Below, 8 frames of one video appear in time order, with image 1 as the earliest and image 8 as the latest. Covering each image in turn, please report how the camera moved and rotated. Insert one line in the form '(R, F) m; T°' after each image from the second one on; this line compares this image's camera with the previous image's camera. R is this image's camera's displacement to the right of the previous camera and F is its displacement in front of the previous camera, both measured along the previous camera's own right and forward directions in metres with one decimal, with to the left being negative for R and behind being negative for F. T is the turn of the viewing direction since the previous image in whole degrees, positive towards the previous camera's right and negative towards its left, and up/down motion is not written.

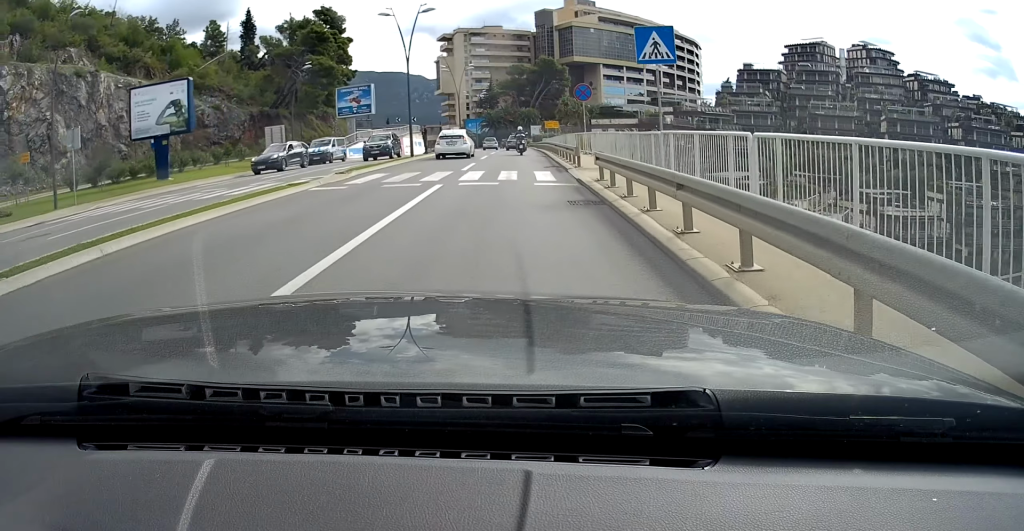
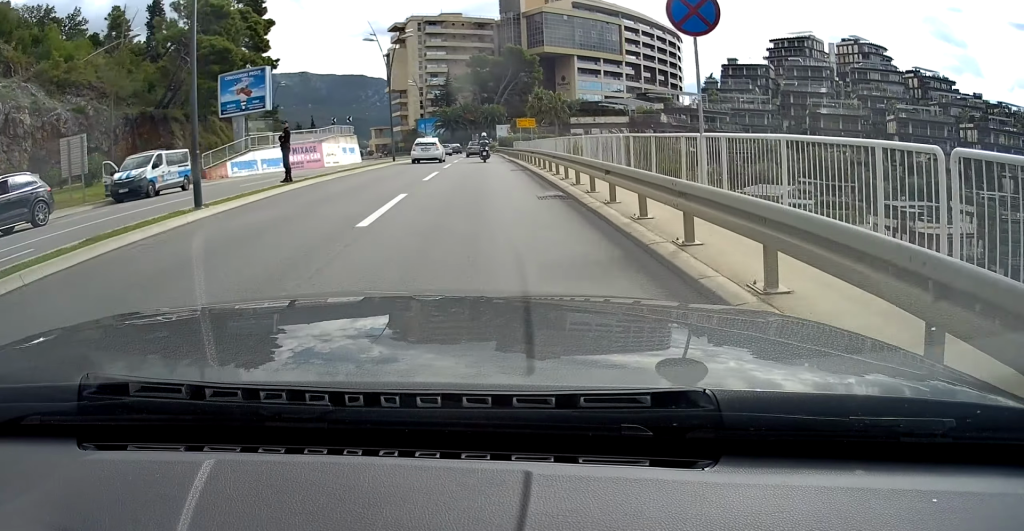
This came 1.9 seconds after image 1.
(+1.9, +21.9) m; +6°
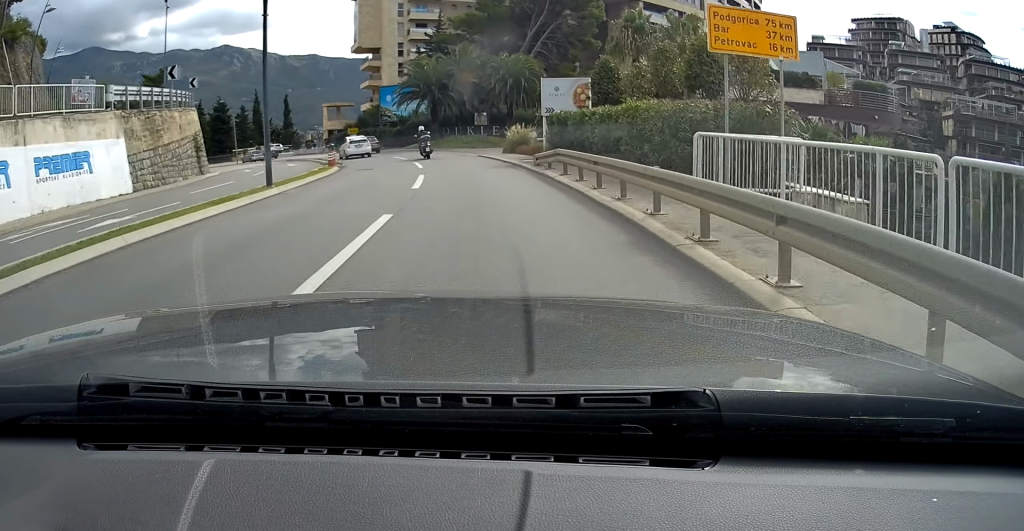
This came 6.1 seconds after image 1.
(+1.0, +52.3) m; -1°
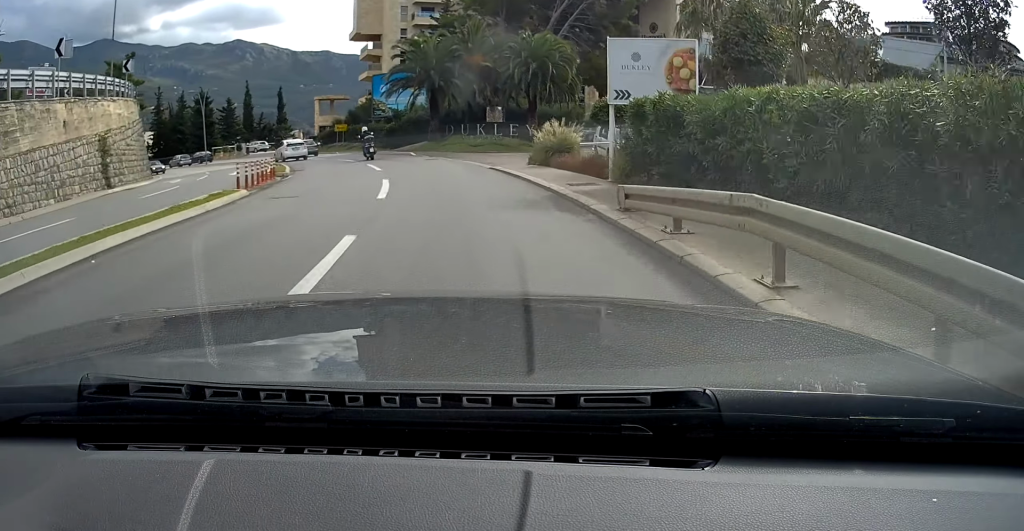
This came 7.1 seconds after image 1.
(+0.1, +12.2) m; -2°
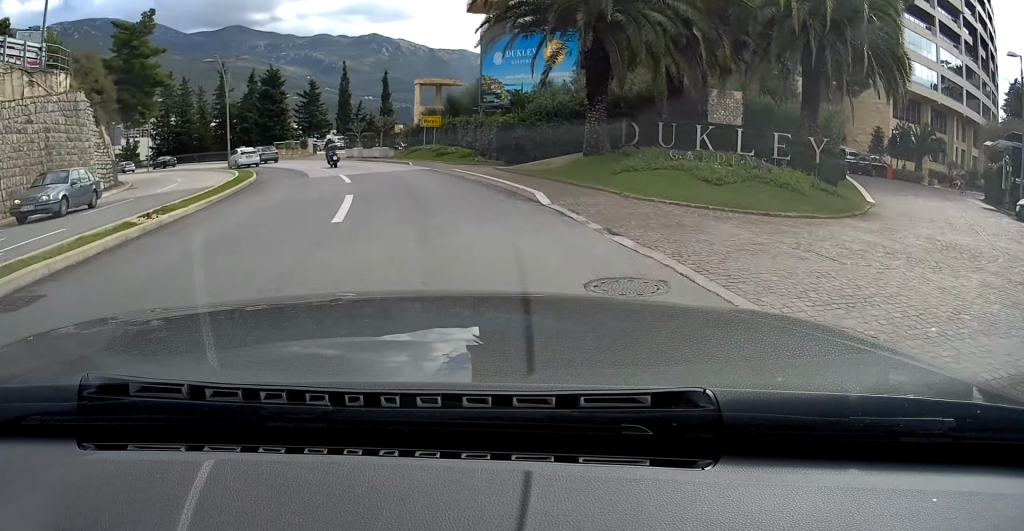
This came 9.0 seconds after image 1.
(-1.4, +23.6) m; -9°
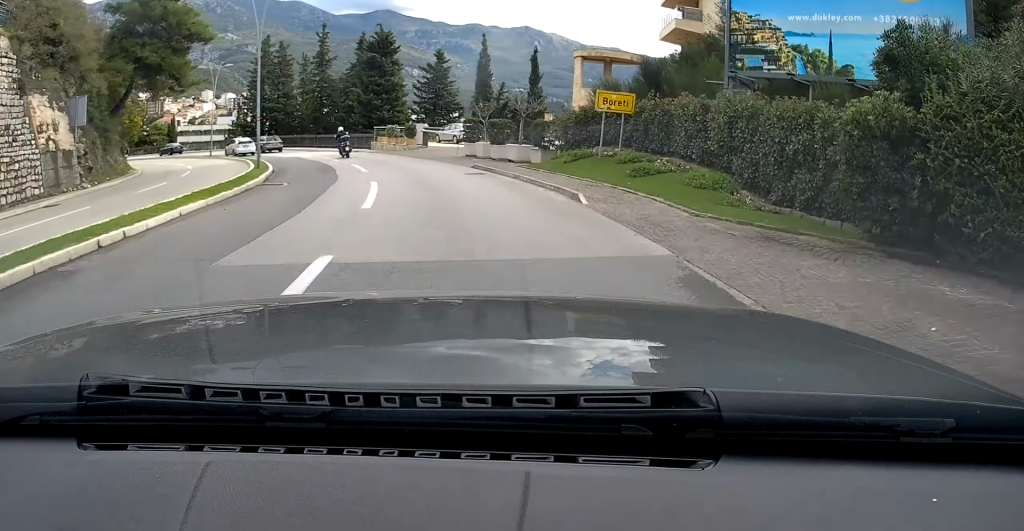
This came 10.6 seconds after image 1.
(-1.7, +18.8) m; -10°
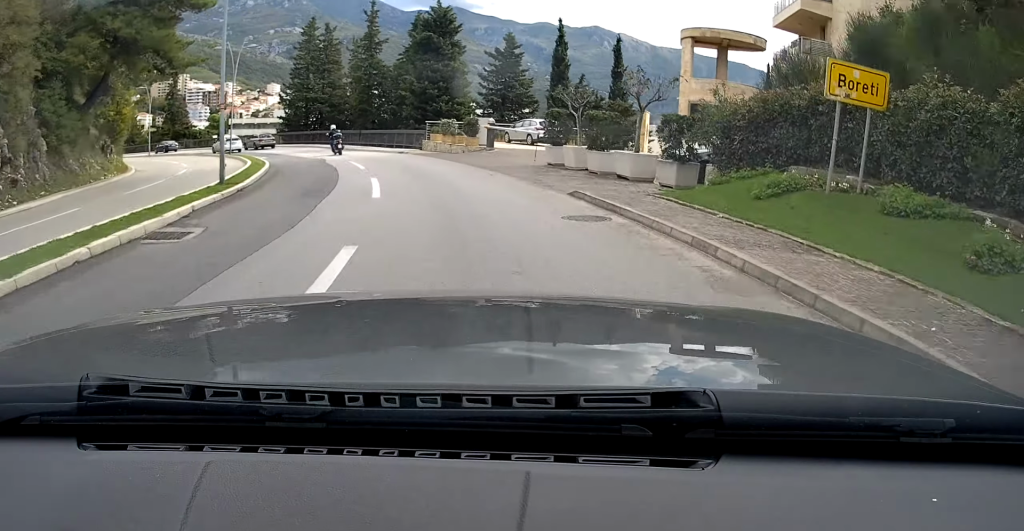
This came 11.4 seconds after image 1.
(+0.1, +10.2) m; -6°
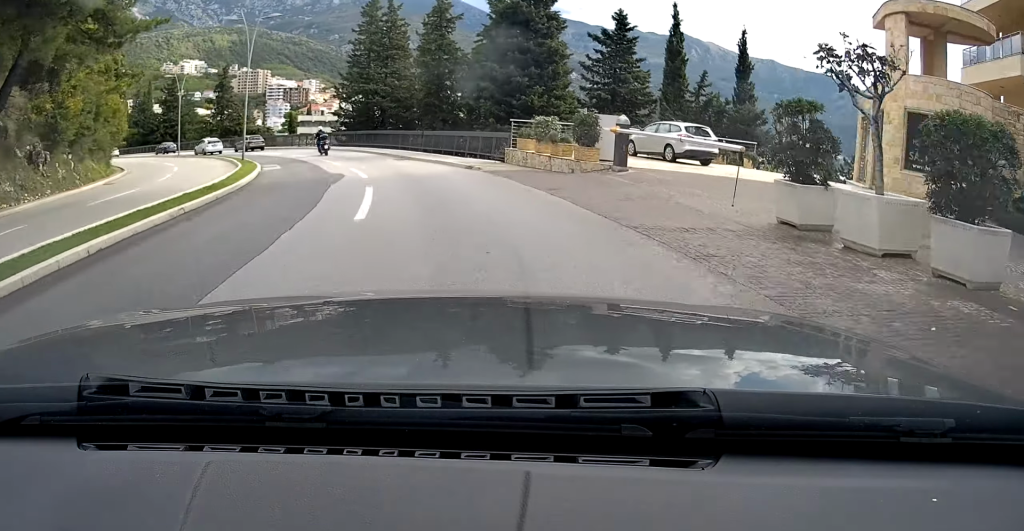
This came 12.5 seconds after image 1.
(-1.5, +12.6) m; -8°
